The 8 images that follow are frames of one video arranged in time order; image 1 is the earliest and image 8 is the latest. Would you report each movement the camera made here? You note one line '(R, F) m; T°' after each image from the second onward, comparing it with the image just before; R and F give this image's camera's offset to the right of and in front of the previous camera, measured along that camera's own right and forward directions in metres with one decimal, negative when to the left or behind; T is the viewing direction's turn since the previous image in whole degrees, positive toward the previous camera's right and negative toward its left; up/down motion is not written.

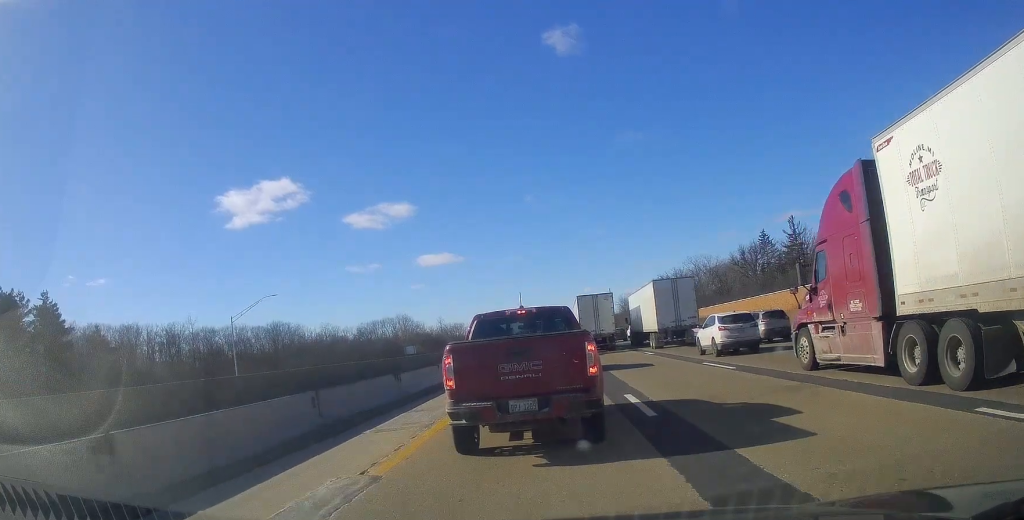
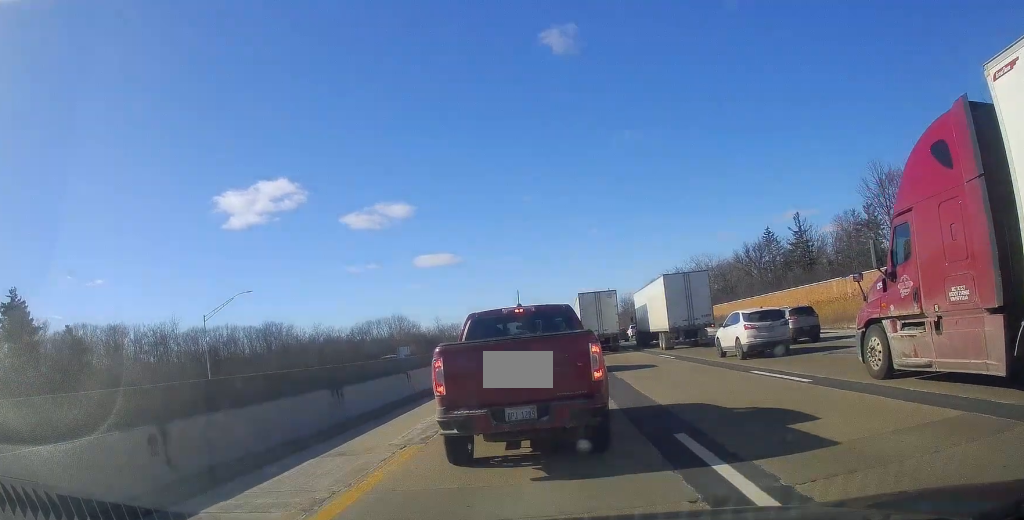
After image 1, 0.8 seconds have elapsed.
(0.0, +5.2) m; 0°
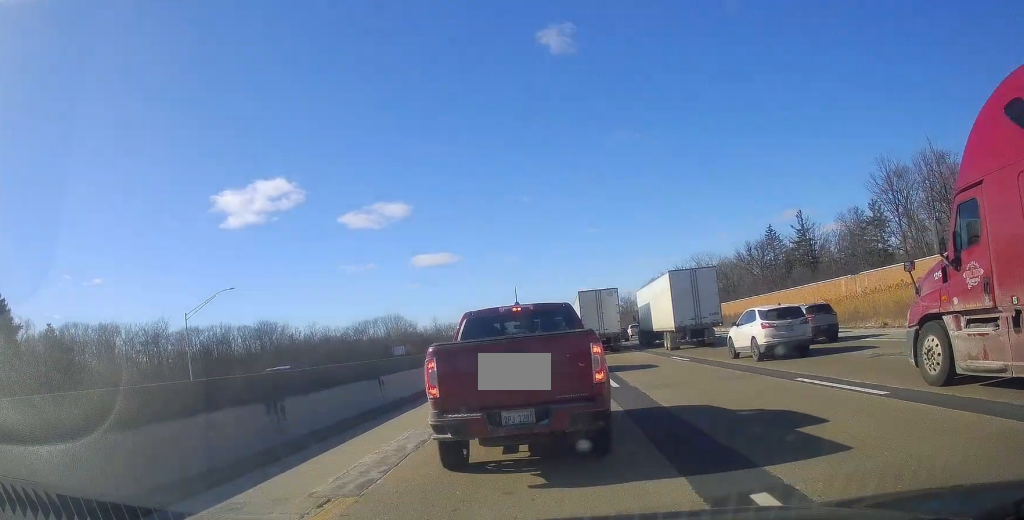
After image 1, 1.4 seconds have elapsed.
(0.0, +3.0) m; 0°
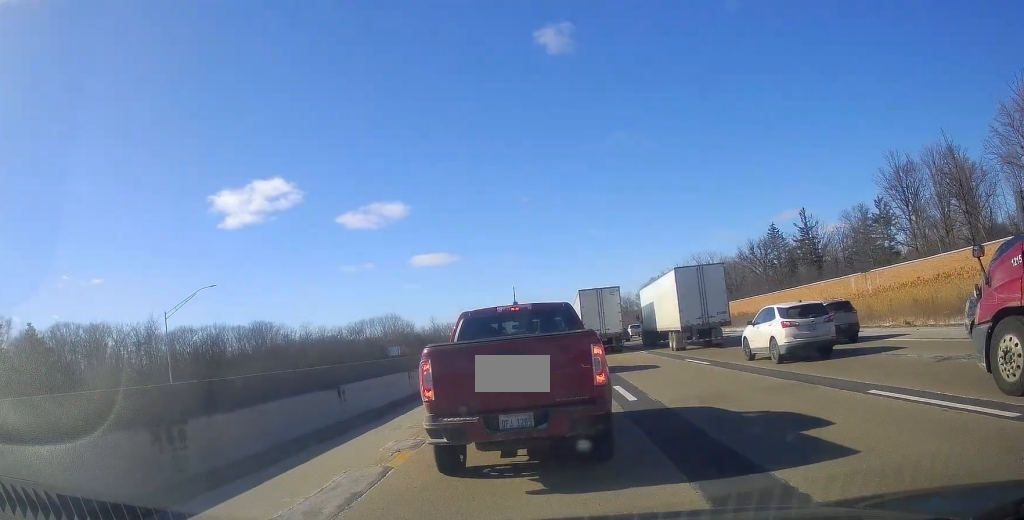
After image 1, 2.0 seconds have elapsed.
(0.0, +3.3) m; 0°
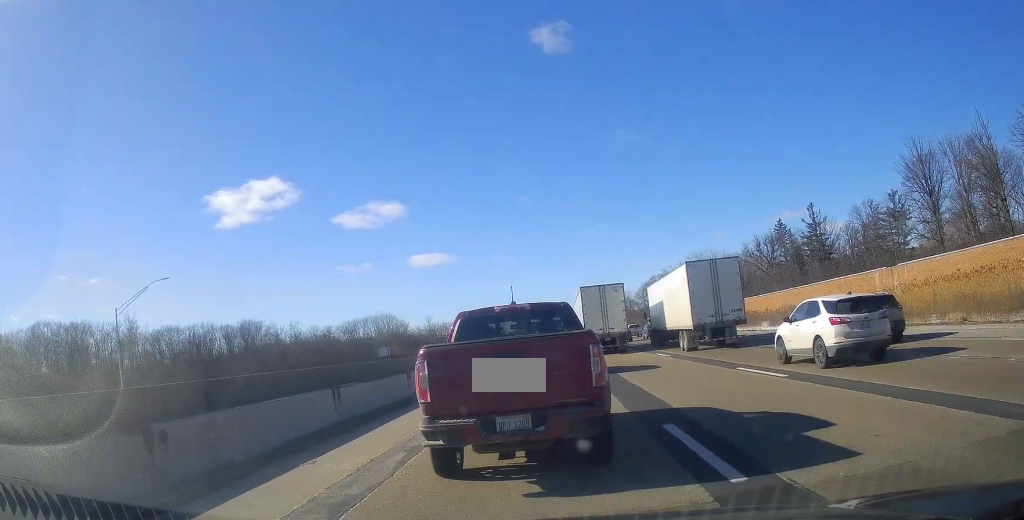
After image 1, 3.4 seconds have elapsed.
(+0.2, +6.9) m; +2°
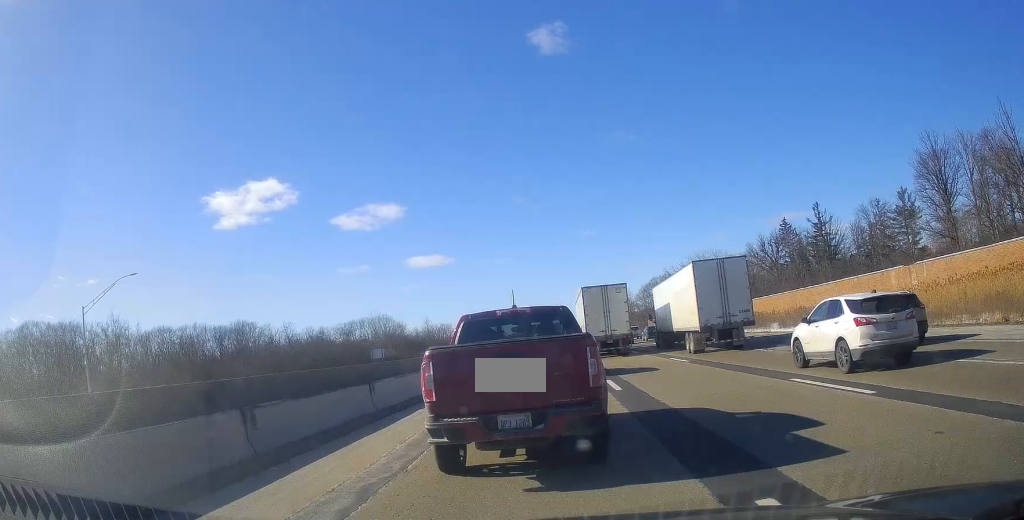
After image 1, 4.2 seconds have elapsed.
(0.0, +4.1) m; -1°
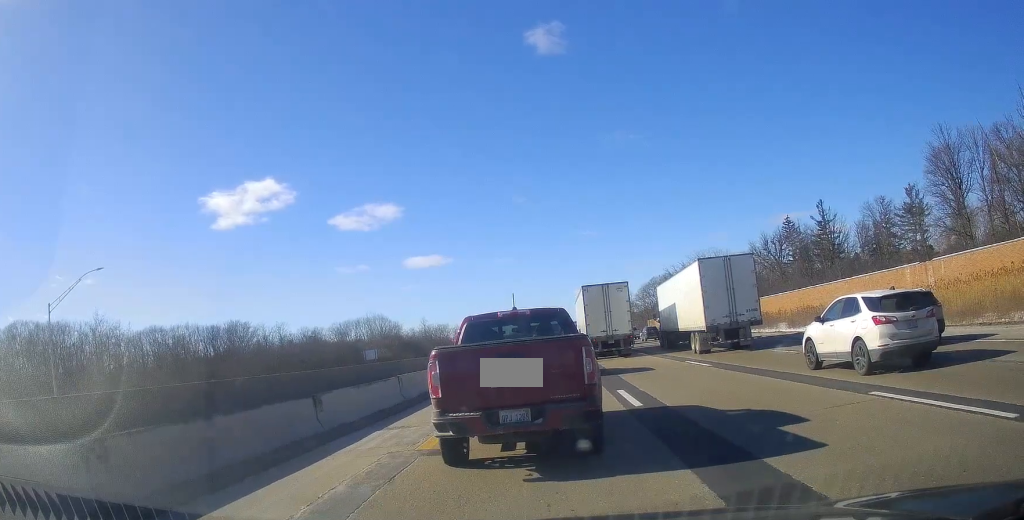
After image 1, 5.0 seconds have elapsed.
(-0.1, +3.8) m; -1°
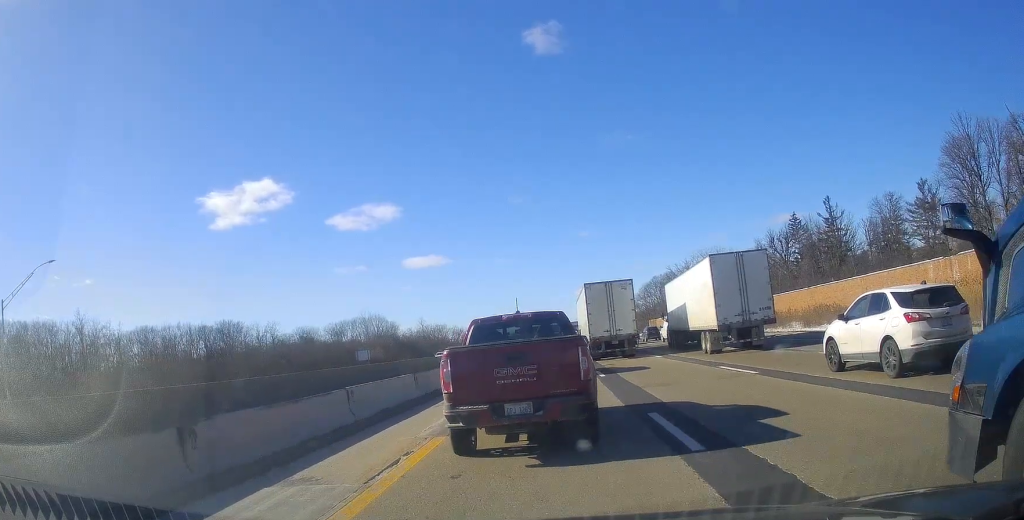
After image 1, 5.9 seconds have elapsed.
(0.0, +5.0) m; +3°
